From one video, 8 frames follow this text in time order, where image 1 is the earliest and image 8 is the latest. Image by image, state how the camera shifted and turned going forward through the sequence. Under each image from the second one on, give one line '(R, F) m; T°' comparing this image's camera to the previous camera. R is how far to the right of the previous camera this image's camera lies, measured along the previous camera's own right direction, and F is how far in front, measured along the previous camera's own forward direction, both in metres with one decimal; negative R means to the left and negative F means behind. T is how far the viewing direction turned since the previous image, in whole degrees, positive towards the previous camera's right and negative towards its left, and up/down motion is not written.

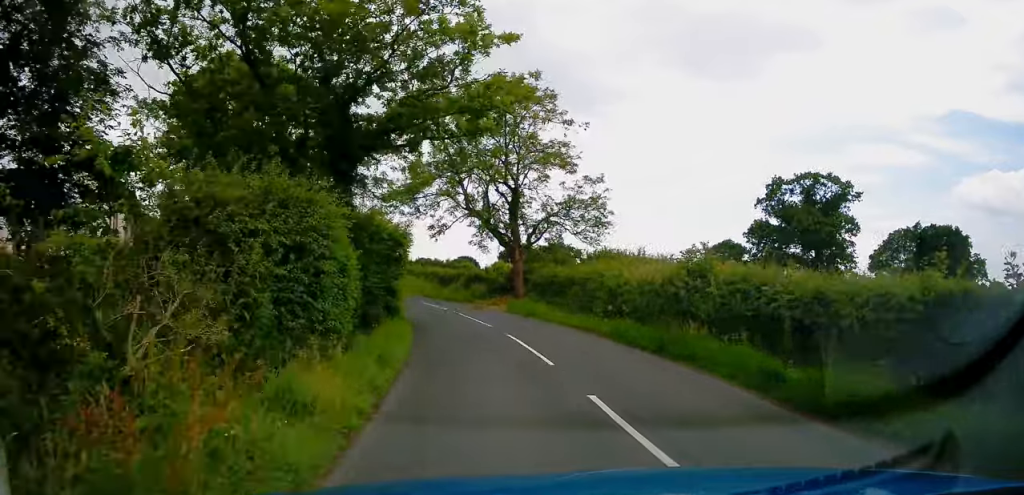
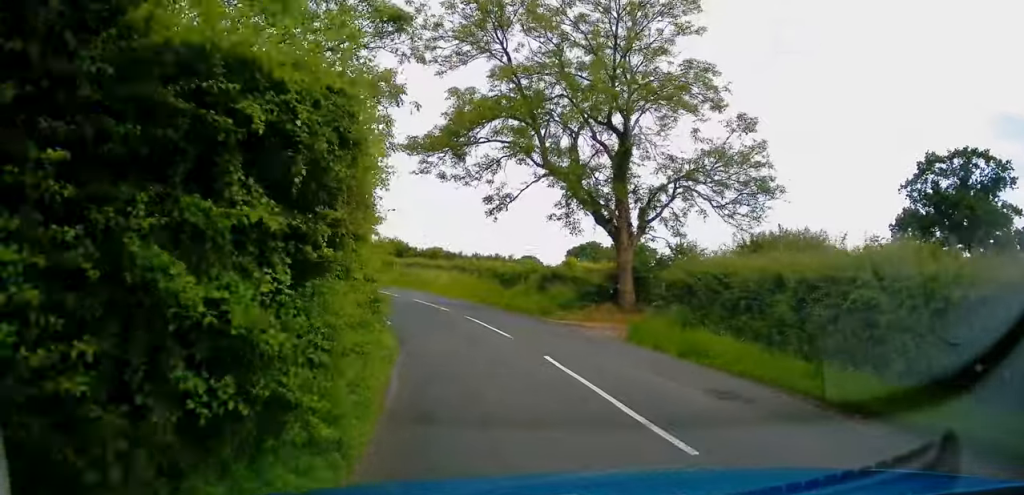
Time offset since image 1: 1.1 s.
(-0.5, +14.2) m; -6°
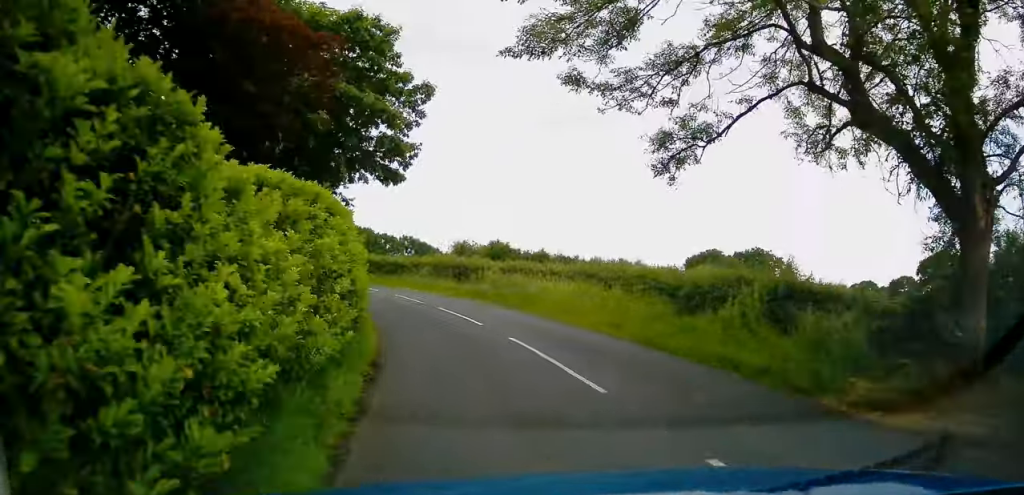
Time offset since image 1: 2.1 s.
(-1.0, +14.0) m; -9°
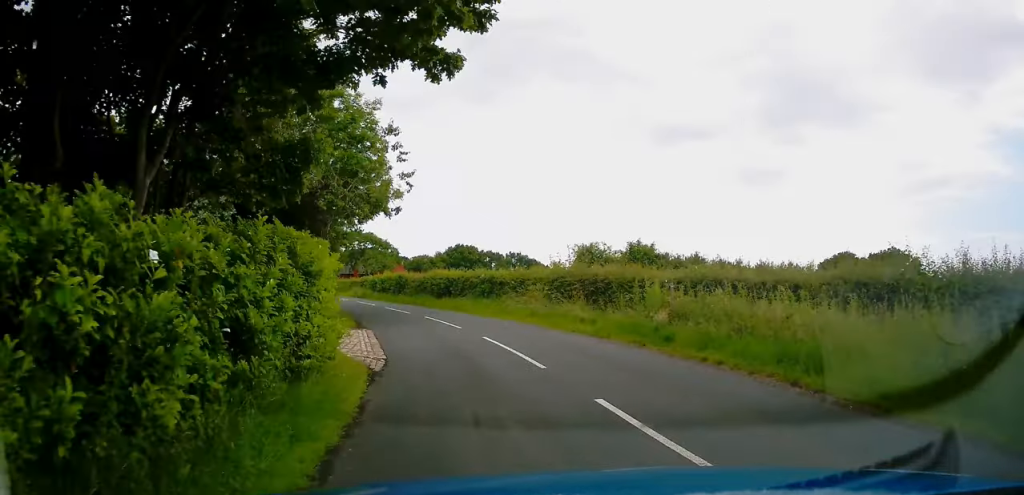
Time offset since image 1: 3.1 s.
(-1.3, +14.2) m; -10°
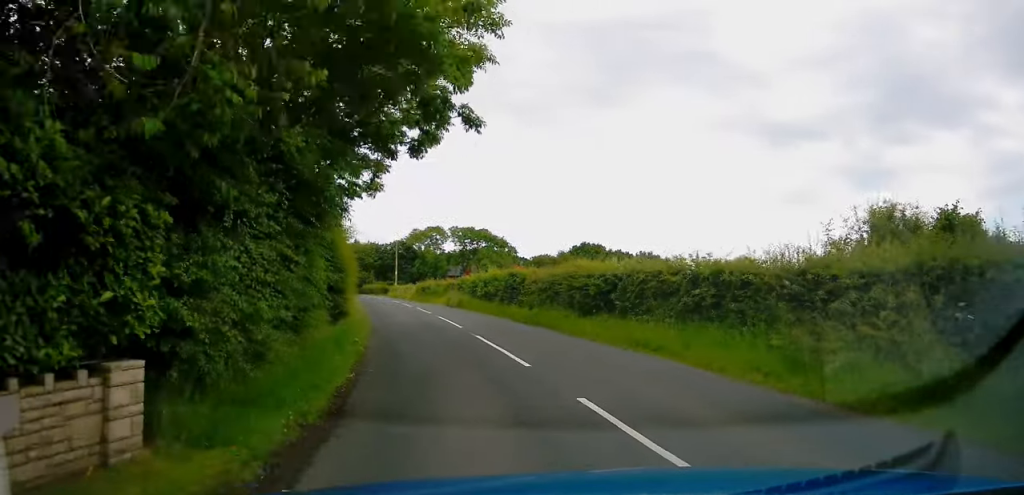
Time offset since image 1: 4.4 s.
(-1.5, +17.2) m; -11°
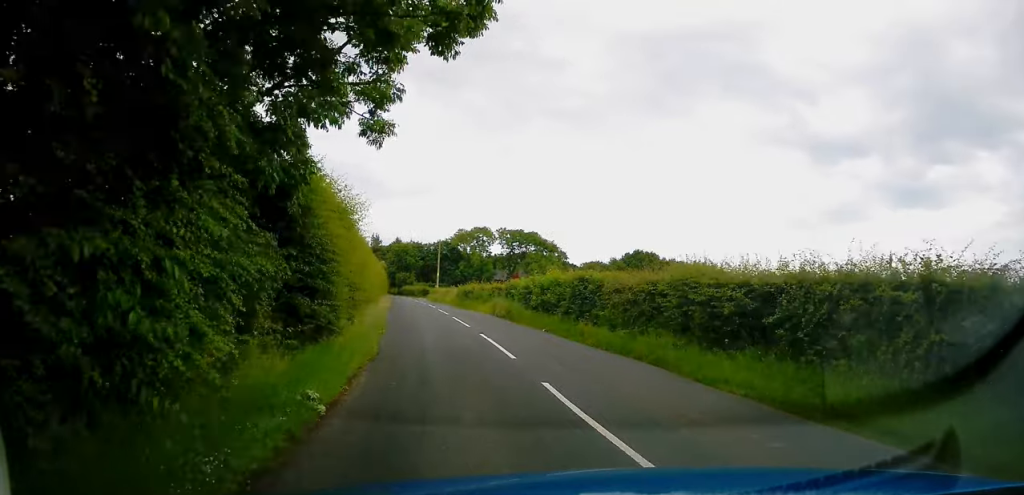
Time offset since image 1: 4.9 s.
(-0.3, +6.9) m; -4°
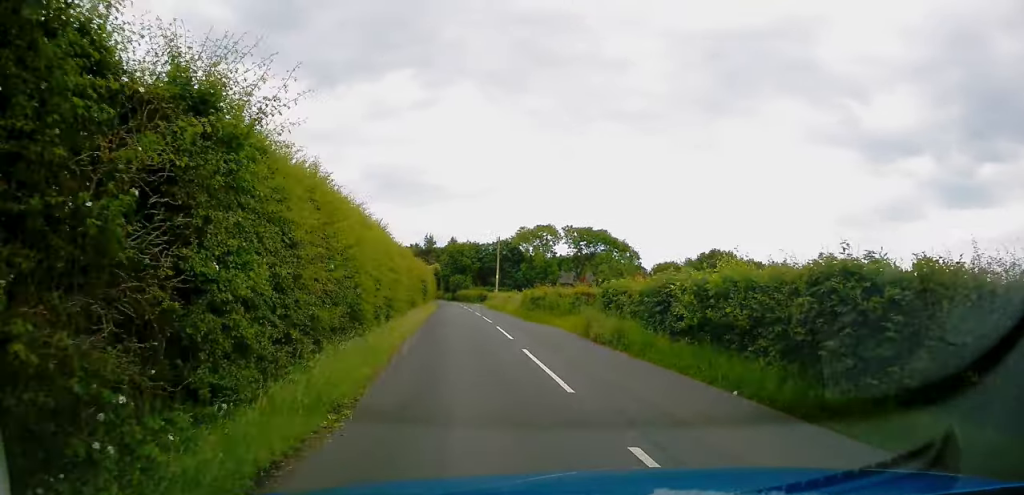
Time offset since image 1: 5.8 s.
(-0.7, +12.1) m; -7°
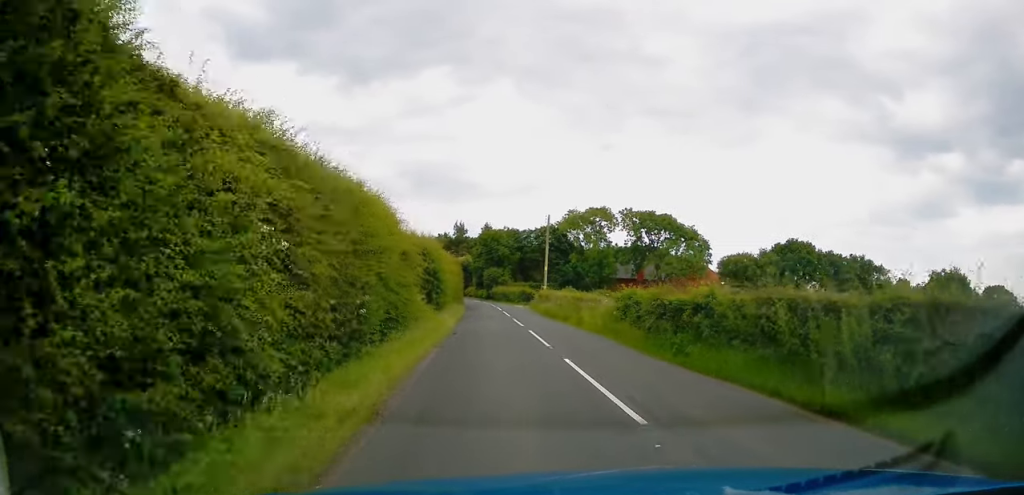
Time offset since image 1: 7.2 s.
(-1.1, +19.4) m; -4°
